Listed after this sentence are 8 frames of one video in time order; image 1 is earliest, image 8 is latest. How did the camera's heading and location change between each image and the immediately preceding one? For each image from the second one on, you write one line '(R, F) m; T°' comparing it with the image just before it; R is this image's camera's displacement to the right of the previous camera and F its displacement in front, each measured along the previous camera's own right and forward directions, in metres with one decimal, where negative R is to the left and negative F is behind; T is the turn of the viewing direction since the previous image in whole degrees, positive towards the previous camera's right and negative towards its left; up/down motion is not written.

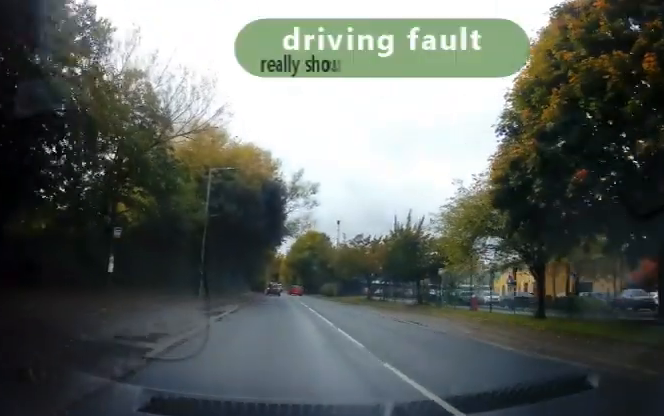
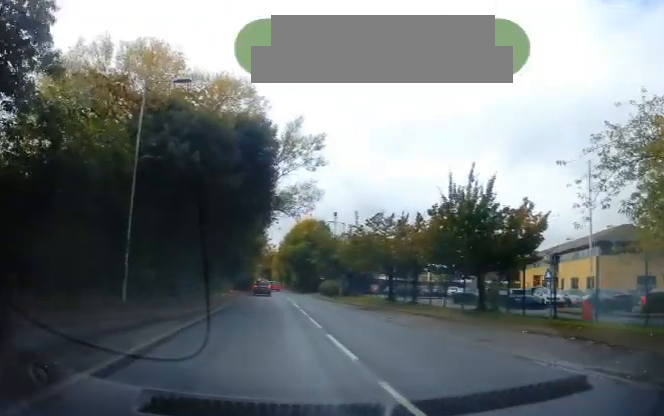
(+0.7, +13.1) m; +3°
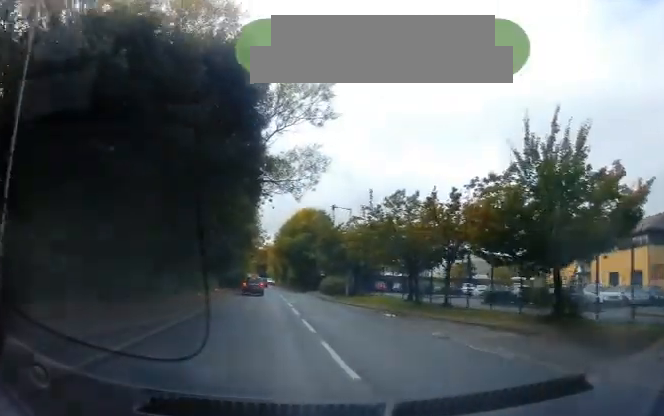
(0.0, +7.8) m; 0°
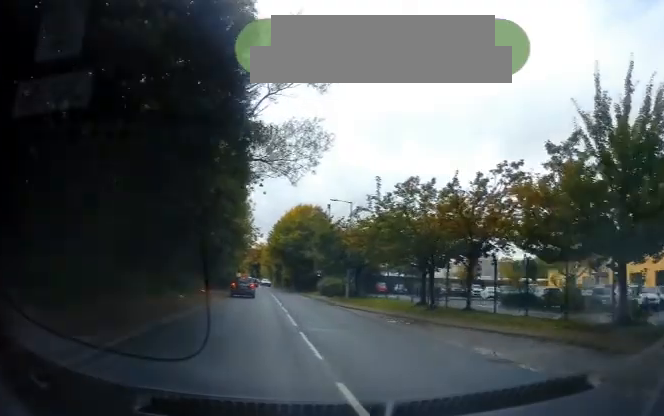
(0.0, +4.1) m; 0°
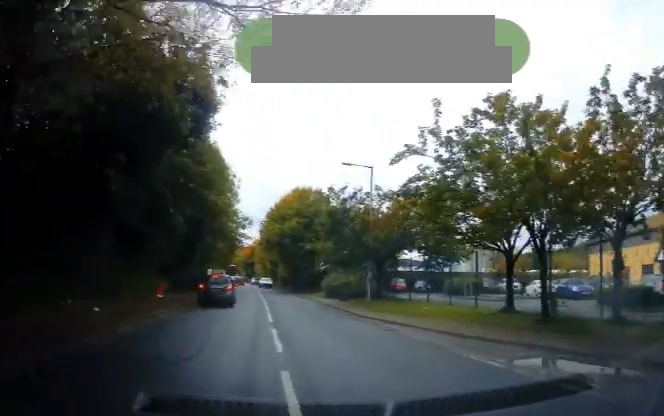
(+0.1, +11.4) m; 0°
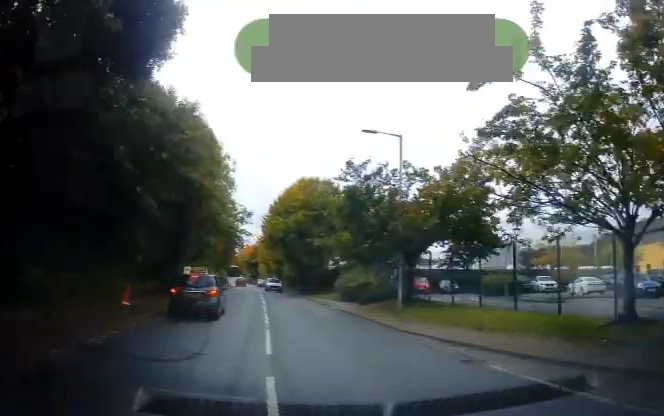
(0.0, +6.2) m; -2°
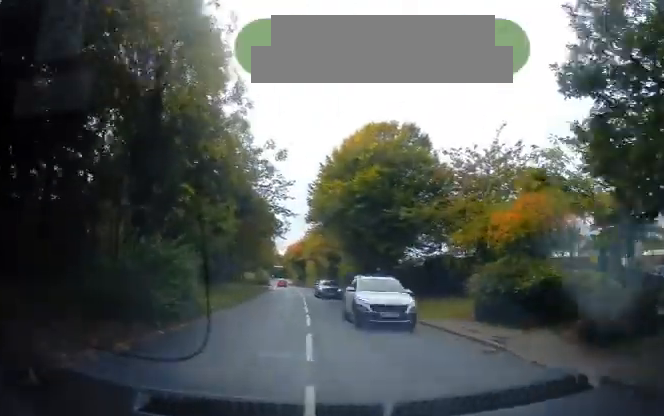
(-0.9, +18.6) m; -2°
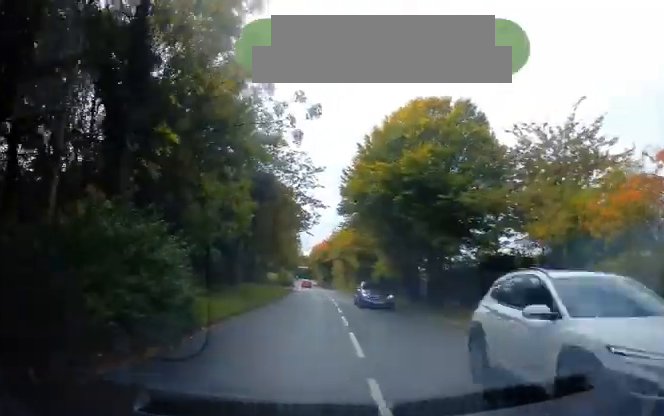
(-0.1, +5.6) m; +2°
